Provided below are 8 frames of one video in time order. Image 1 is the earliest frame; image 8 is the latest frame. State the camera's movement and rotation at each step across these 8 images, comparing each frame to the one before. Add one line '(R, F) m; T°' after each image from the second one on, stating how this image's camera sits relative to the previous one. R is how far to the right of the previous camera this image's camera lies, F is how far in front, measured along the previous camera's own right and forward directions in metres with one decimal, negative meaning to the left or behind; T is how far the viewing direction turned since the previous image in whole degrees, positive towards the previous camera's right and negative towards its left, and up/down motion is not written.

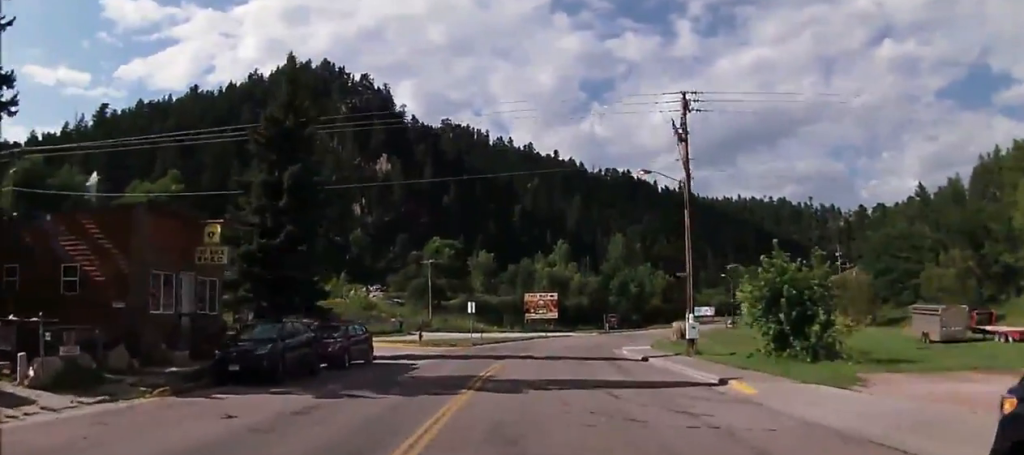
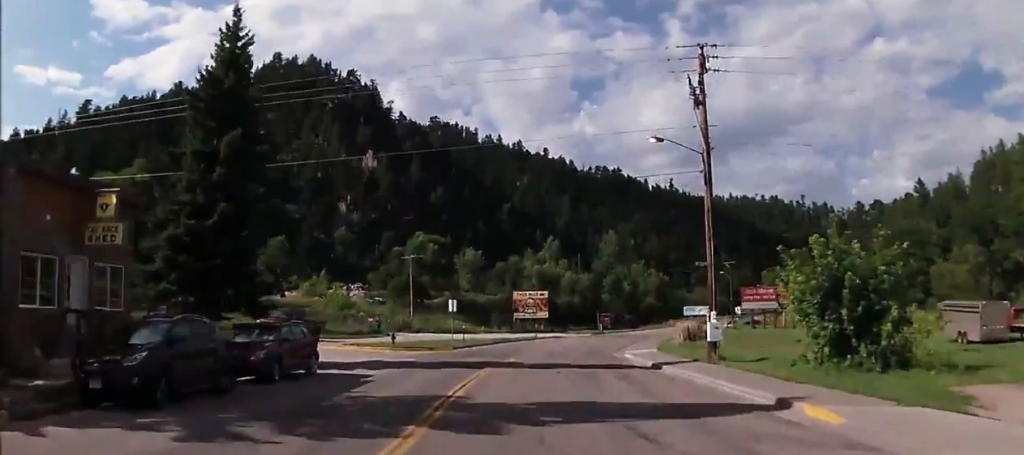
(+0.1, +5.5) m; +3°
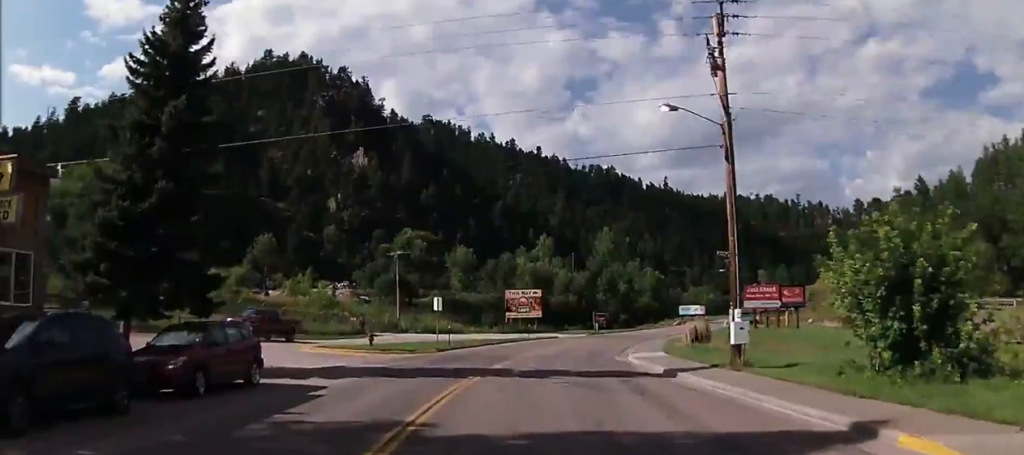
(+0.2, +3.9) m; +1°
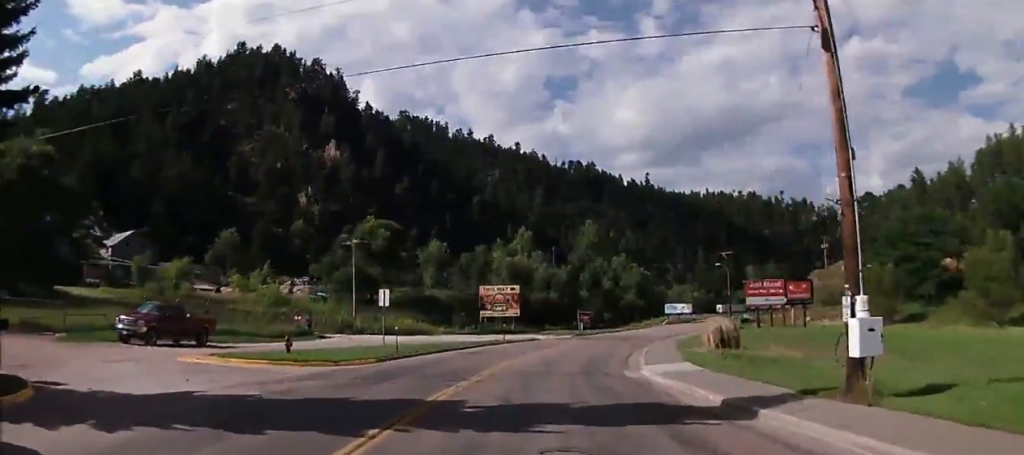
(+0.1, +9.6) m; +1°
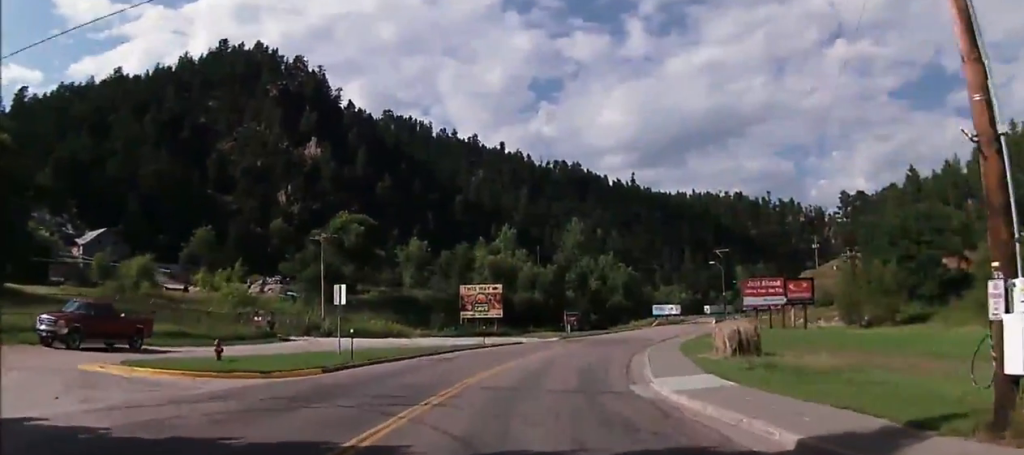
(0.0, +4.9) m; +1°
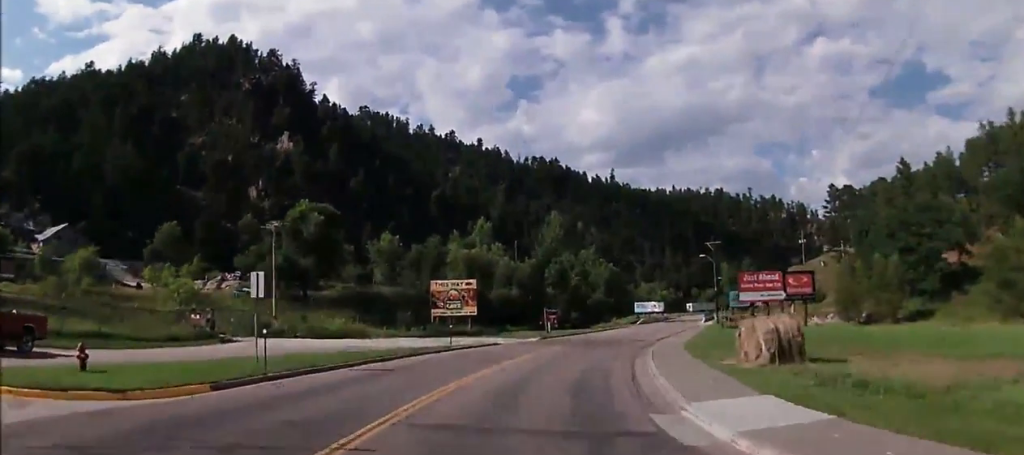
(0.0, +6.3) m; +2°
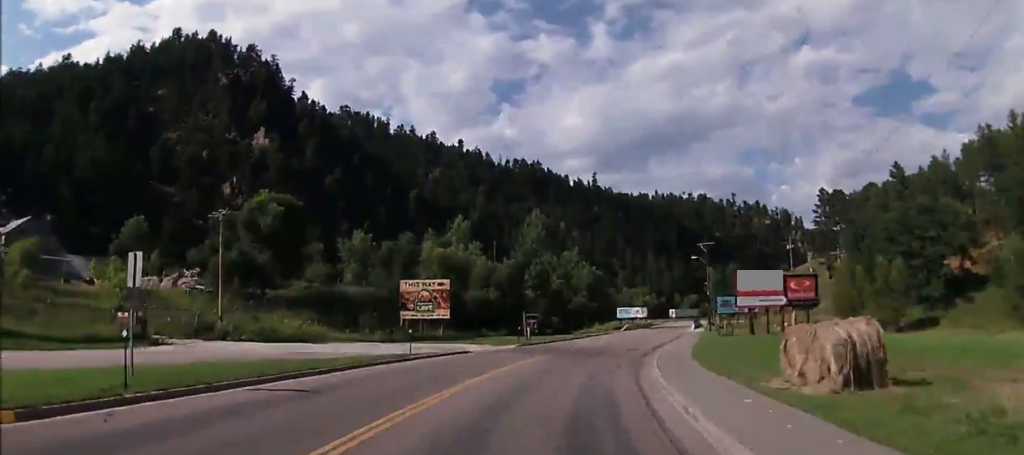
(+0.2, +5.9) m; +2°
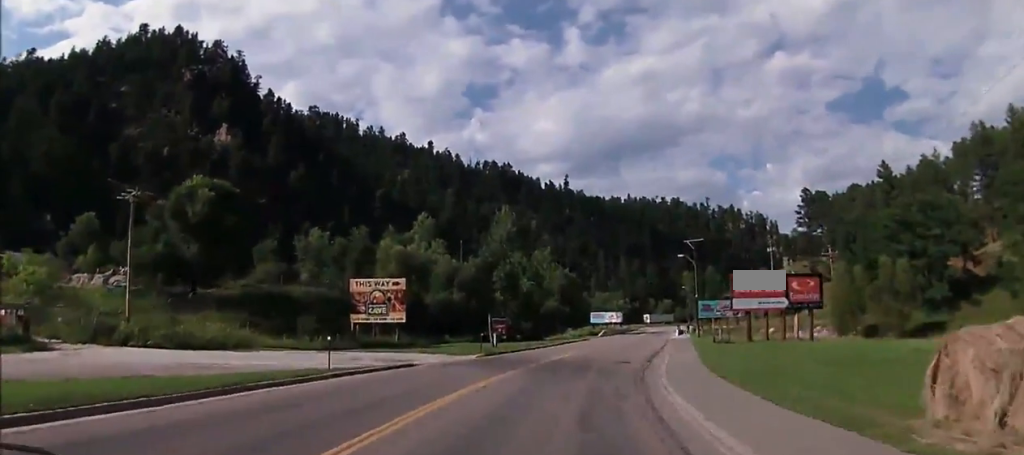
(0.0, +8.0) m; +2°
